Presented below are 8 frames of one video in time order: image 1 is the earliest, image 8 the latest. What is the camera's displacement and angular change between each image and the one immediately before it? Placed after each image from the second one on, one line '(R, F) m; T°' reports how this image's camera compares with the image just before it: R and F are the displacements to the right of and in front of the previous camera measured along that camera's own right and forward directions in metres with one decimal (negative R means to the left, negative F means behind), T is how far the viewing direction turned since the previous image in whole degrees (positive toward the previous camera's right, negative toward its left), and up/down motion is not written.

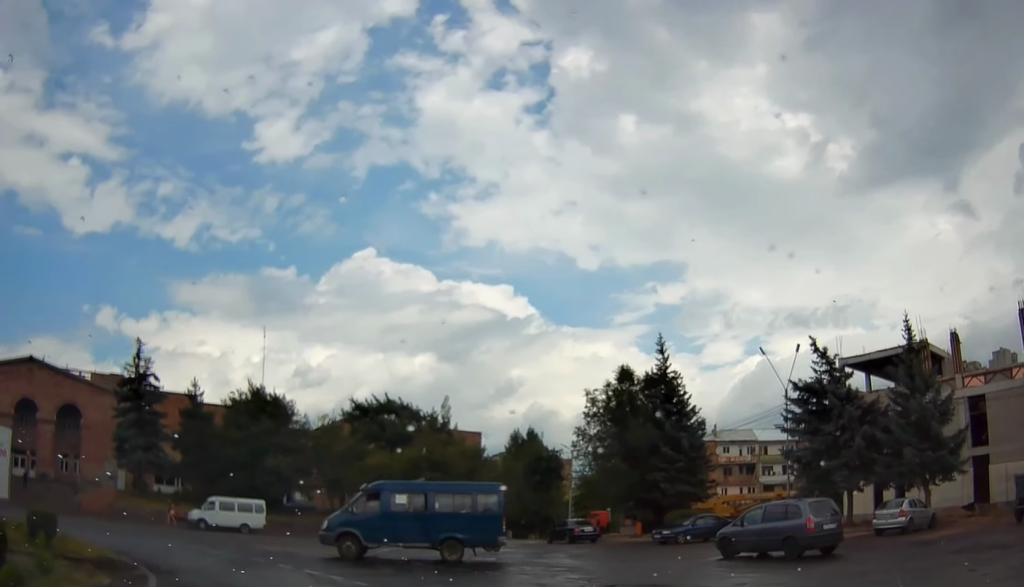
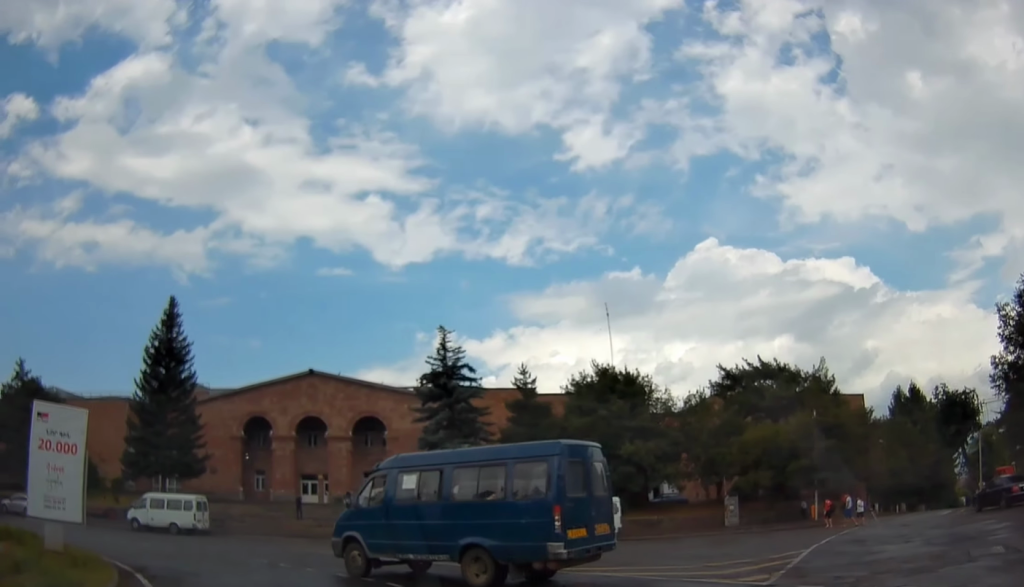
(-1.9, +11.3) m; -35°
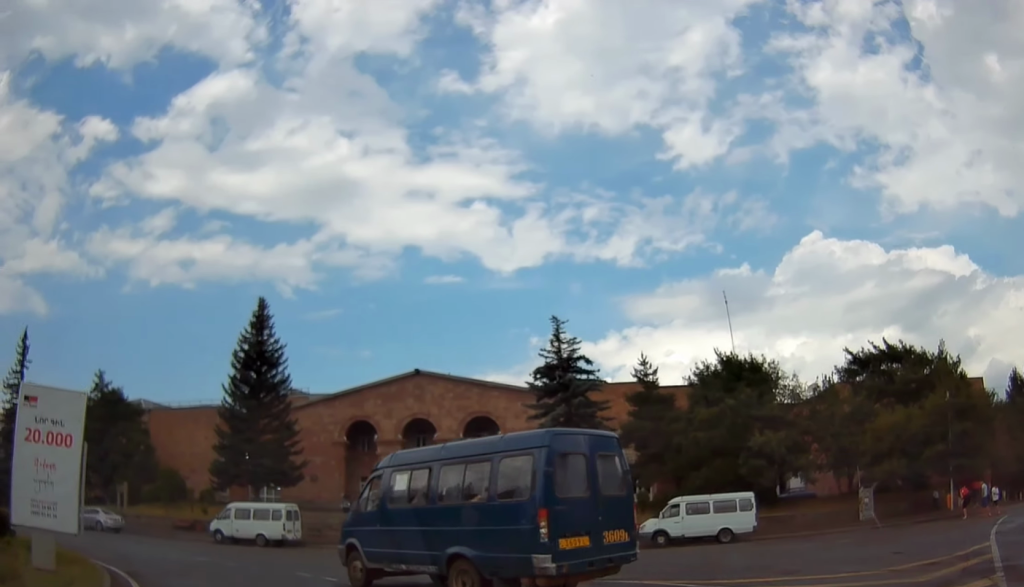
(-1.2, +3.5) m; -13°
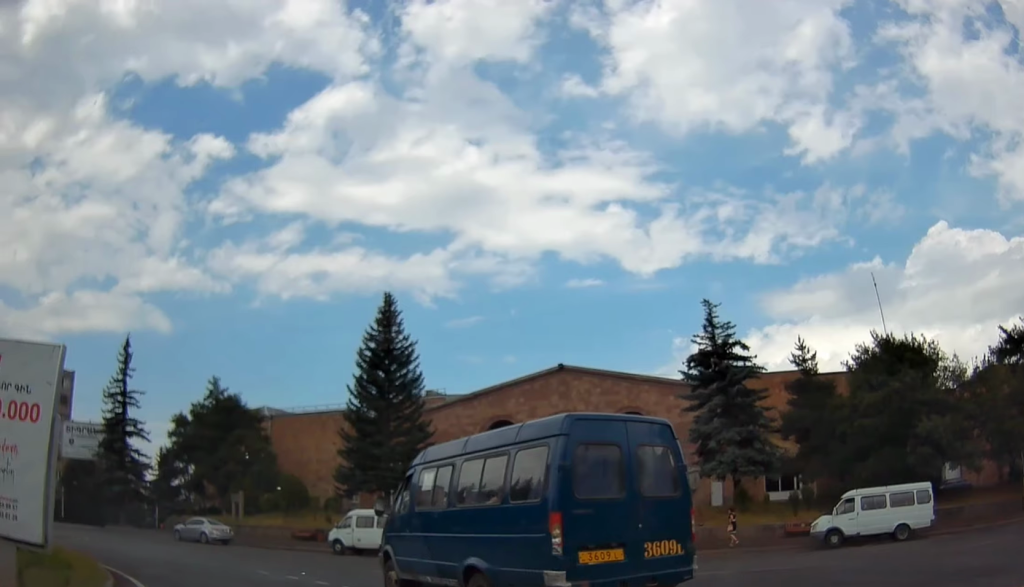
(-0.5, +4.0) m; -14°
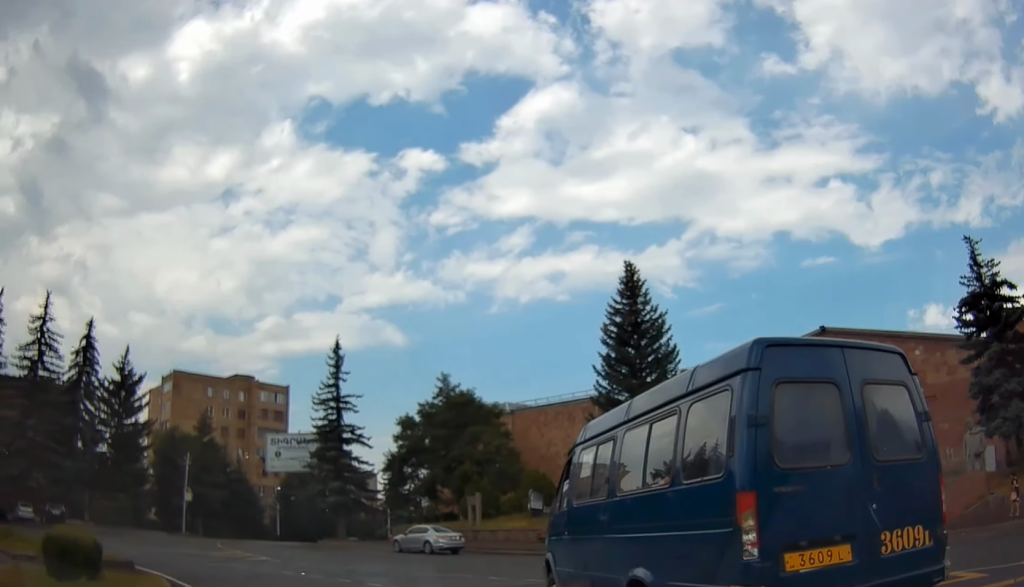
(-0.6, +5.3) m; -14°
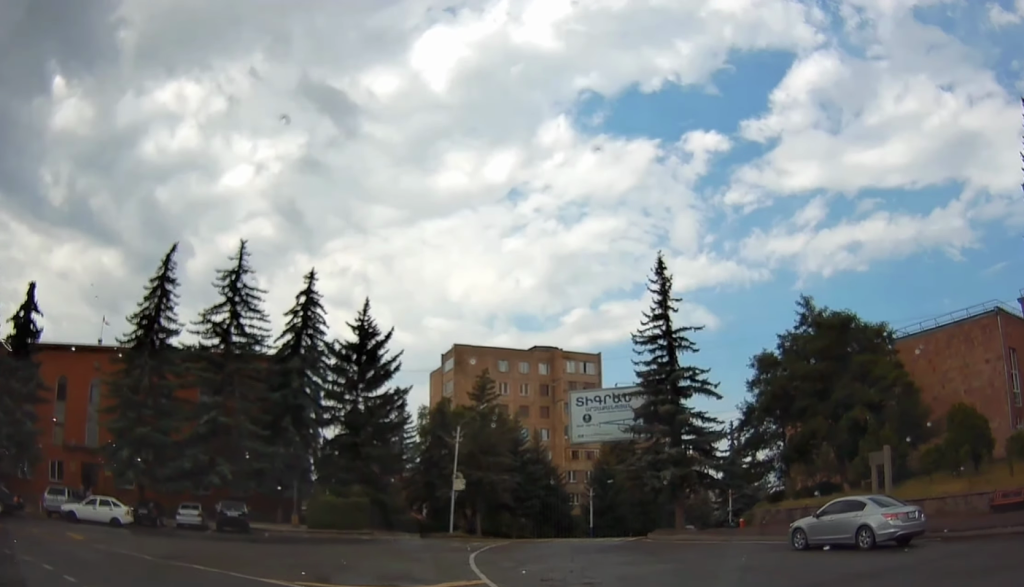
(-5.6, +12.1) m; -45°
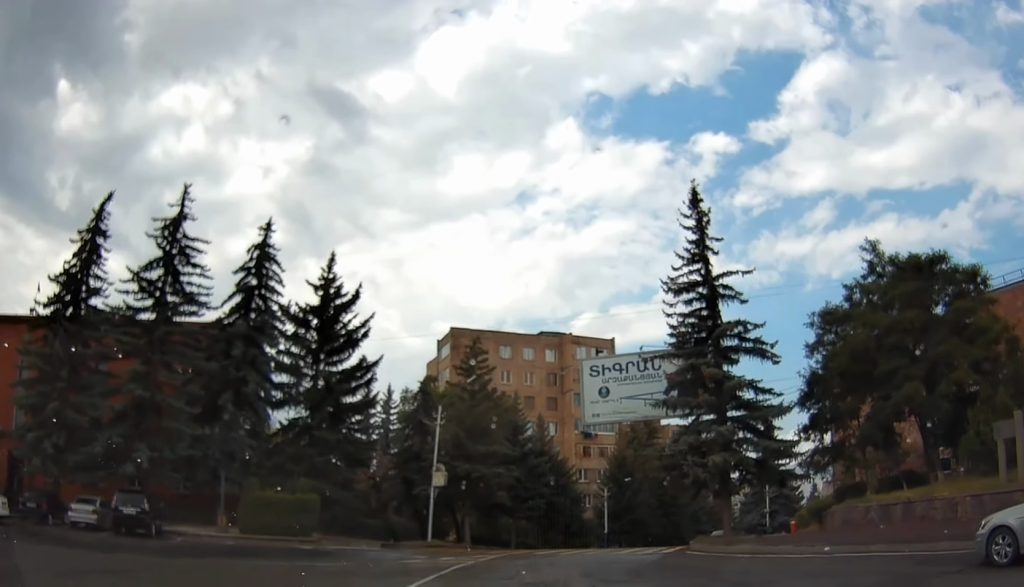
(-1.0, +8.3) m; -9°
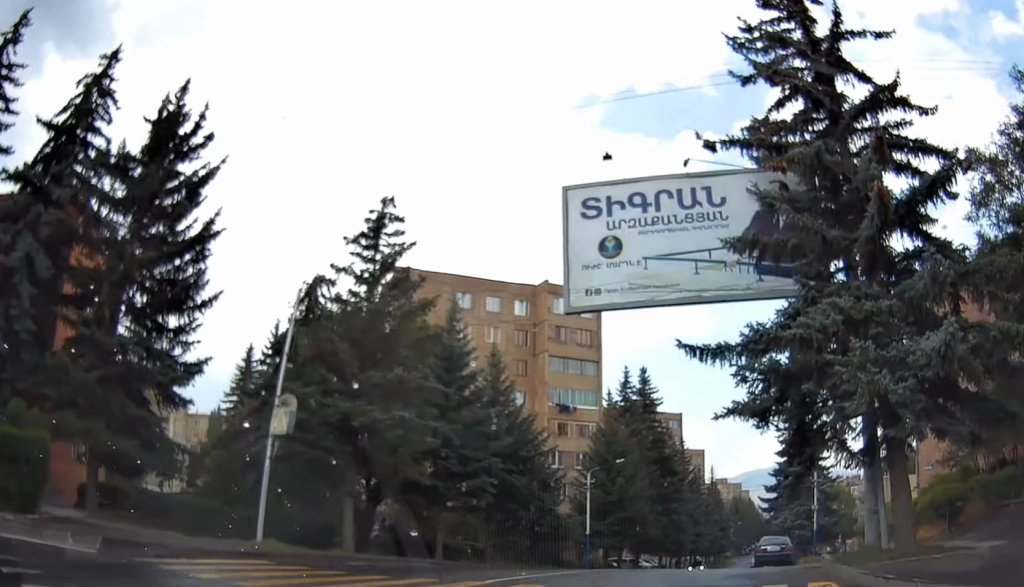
(-1.2, +17.3) m; -7°
